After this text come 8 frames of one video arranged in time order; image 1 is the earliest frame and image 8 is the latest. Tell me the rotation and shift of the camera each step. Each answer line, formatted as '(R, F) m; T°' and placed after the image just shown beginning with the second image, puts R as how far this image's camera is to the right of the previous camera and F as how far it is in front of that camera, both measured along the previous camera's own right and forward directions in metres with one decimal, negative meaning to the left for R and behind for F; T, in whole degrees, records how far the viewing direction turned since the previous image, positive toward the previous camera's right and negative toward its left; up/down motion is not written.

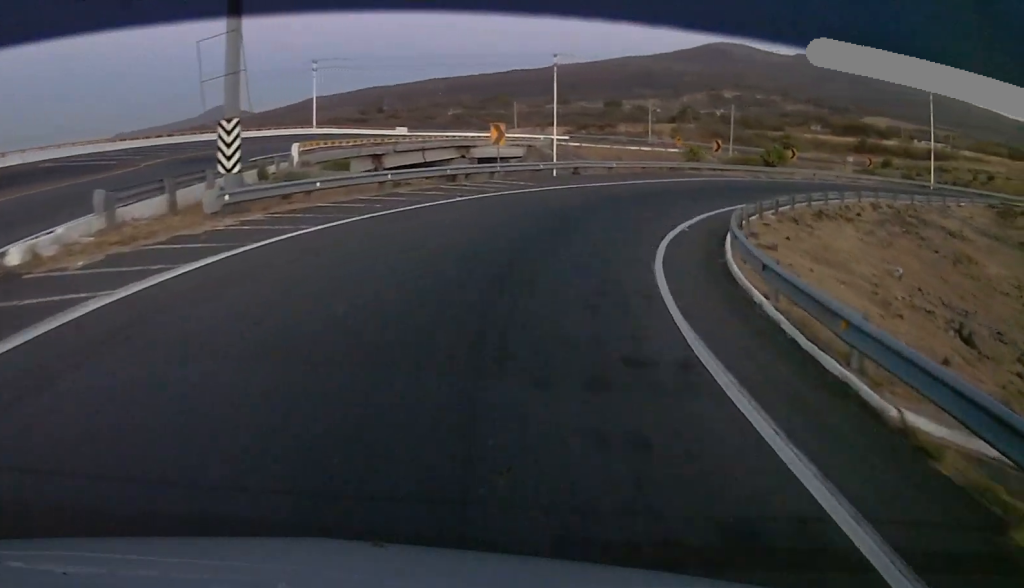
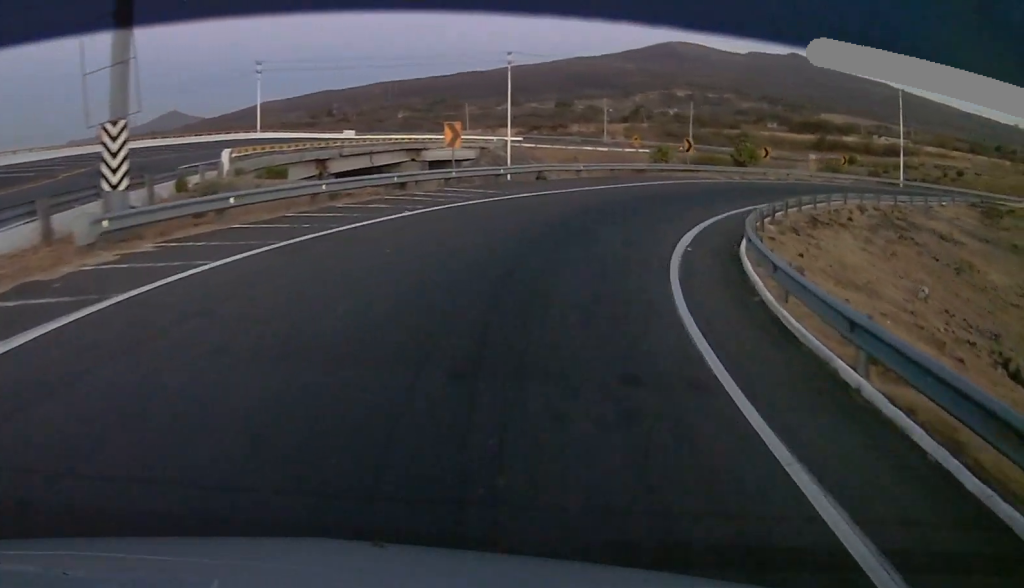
(+0.3, +4.0) m; +5°
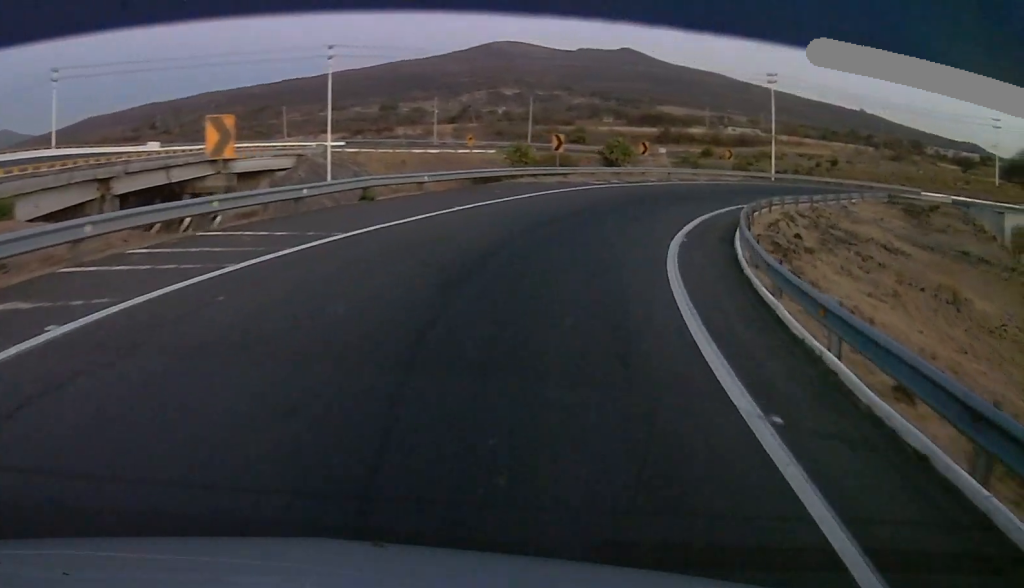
(+1.5, +11.6) m; +12°
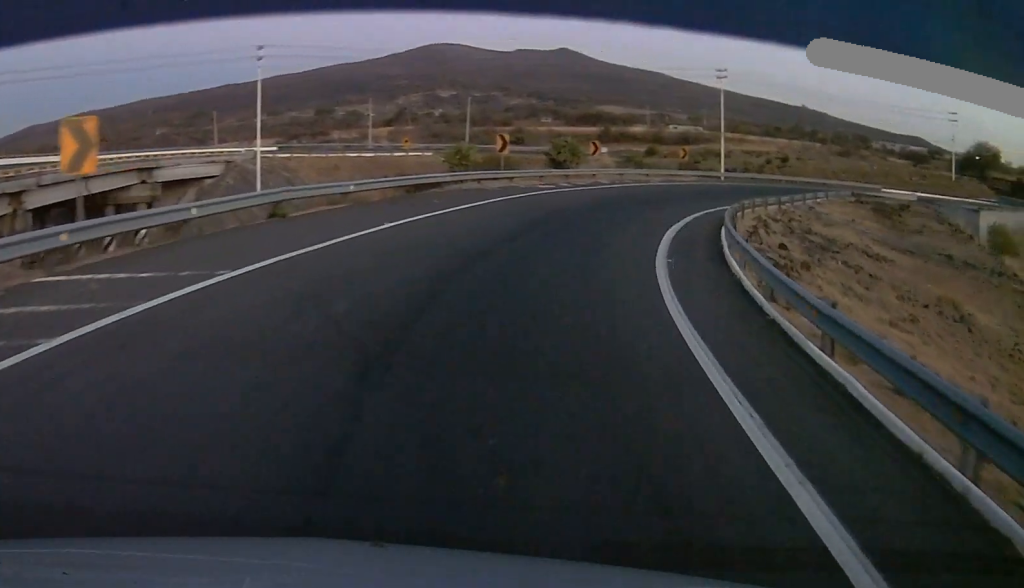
(0.0, +4.4) m; +3°
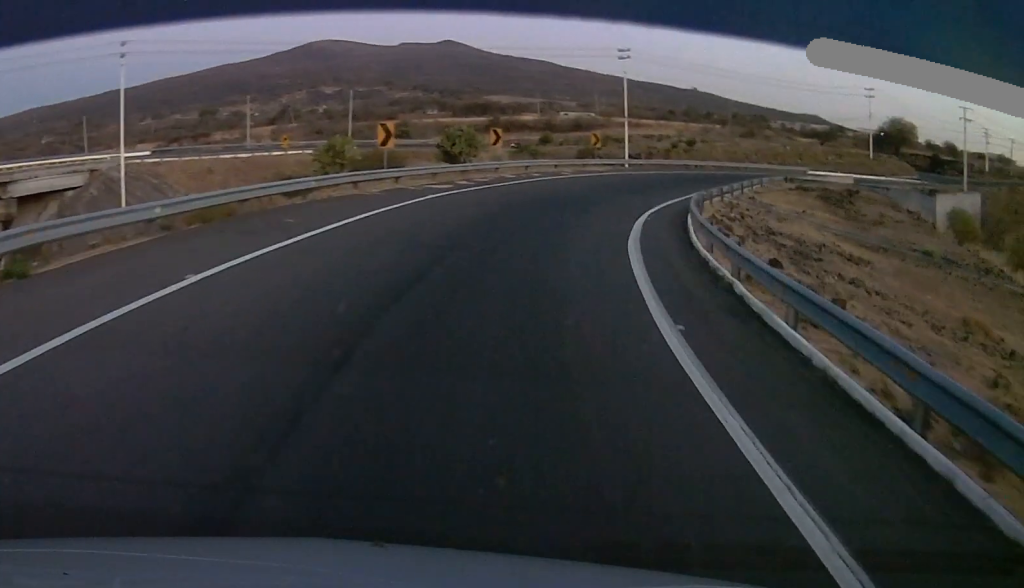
(+0.4, +7.0) m; +8°
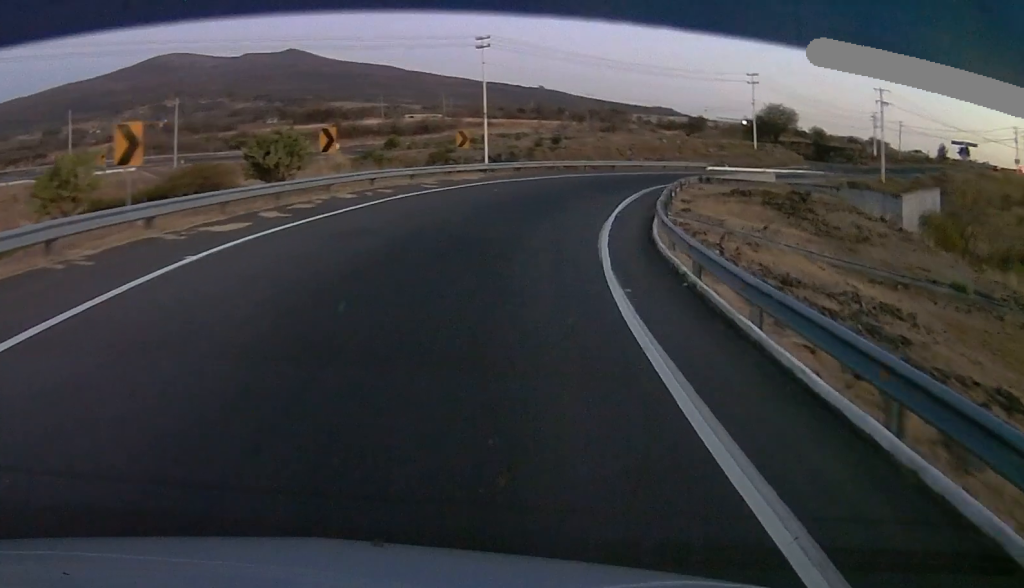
(+1.4, +11.6) m; +13°
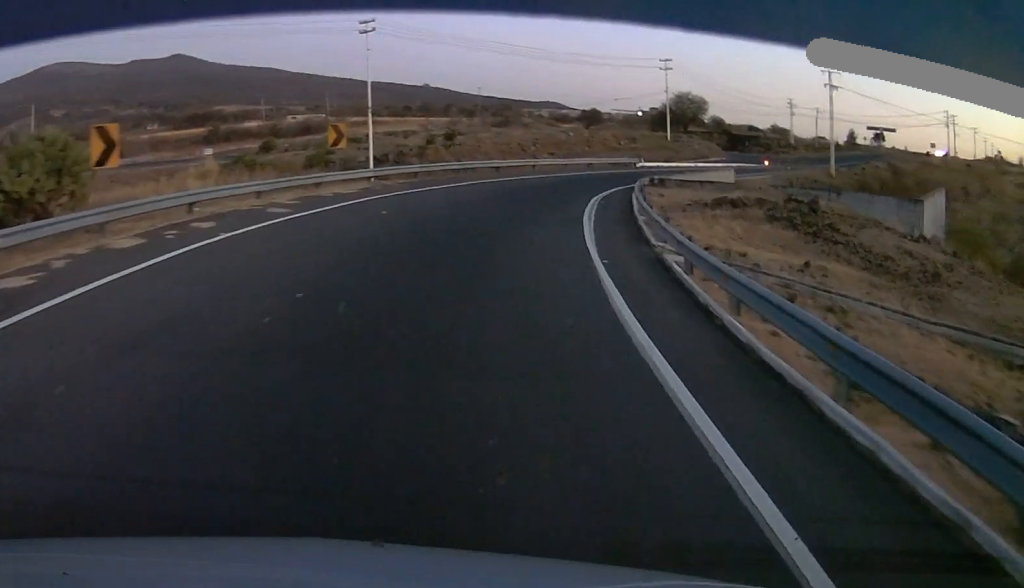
(+0.9, +11.5) m; +5°
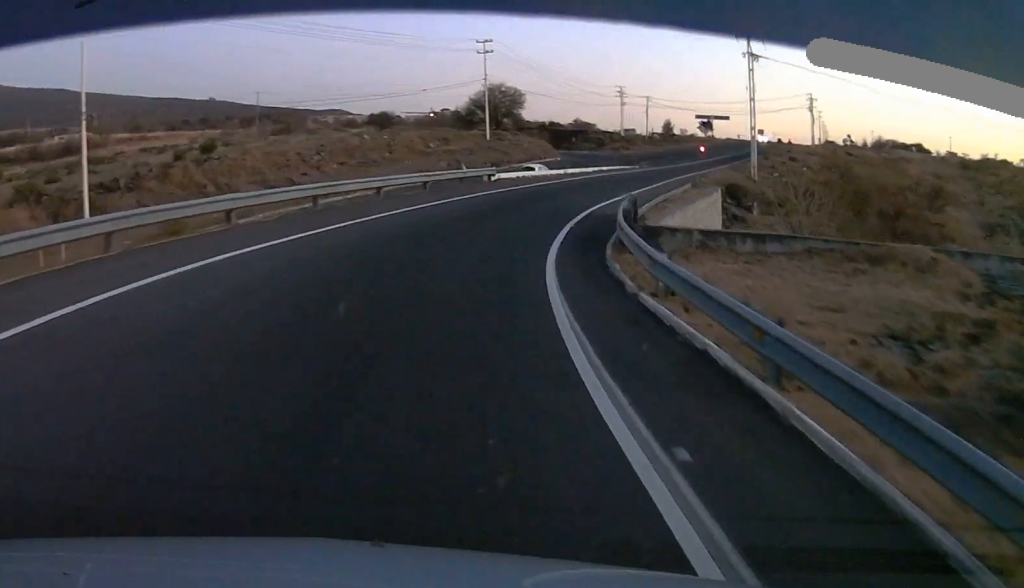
(+1.8, +22.2) m; +15°
